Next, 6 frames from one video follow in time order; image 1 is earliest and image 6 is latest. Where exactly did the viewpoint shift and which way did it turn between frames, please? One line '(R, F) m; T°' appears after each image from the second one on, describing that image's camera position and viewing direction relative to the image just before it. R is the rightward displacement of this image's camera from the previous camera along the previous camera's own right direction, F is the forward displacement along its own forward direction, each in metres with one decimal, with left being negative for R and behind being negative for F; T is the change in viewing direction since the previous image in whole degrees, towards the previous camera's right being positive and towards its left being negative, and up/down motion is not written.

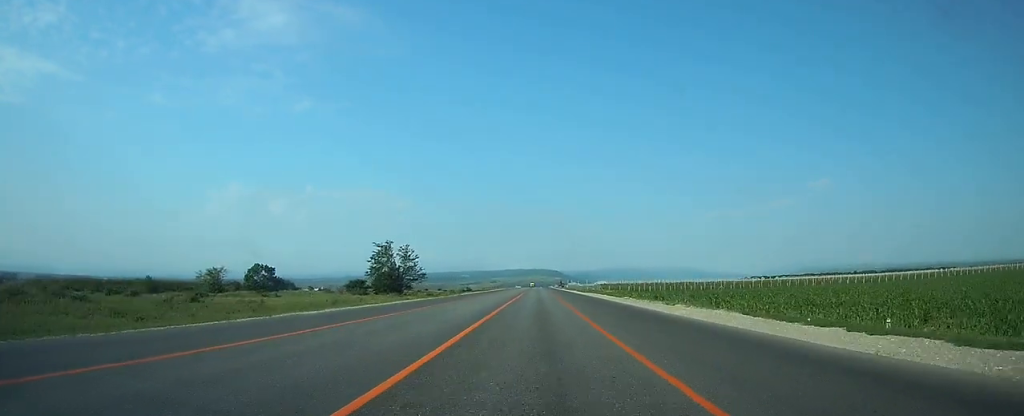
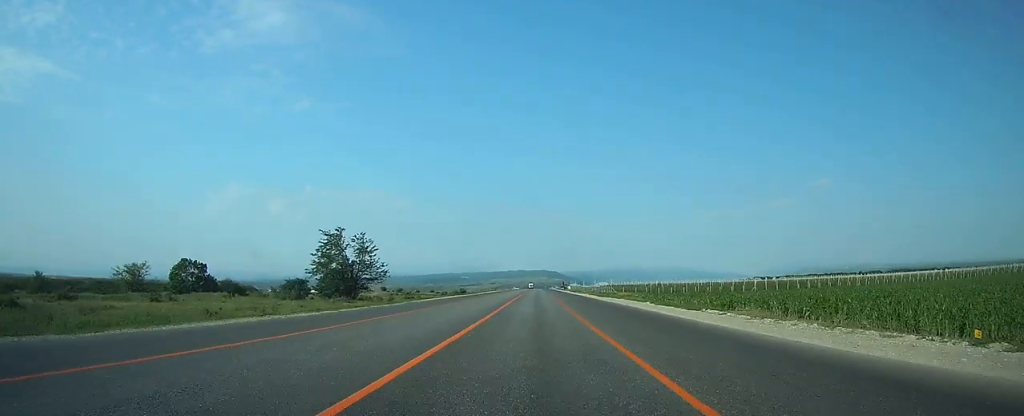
(+0.1, +27.8) m; 0°
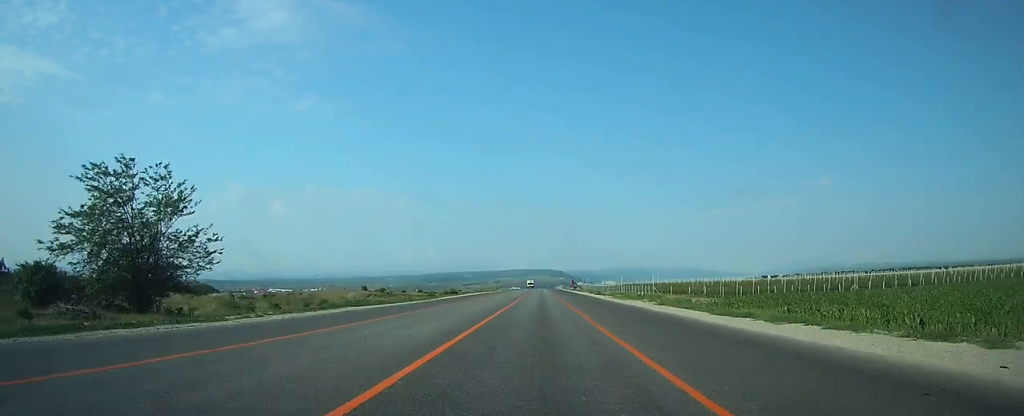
(-0.1, +47.5) m; 0°
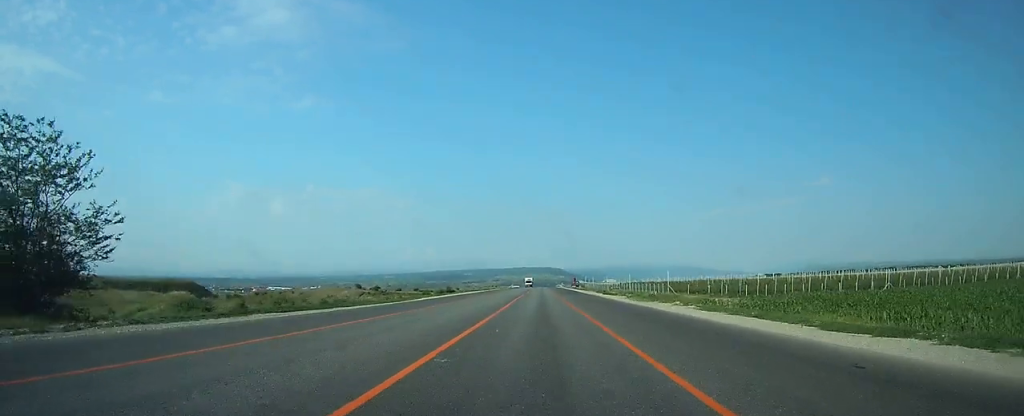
(0.0, +10.9) m; 0°
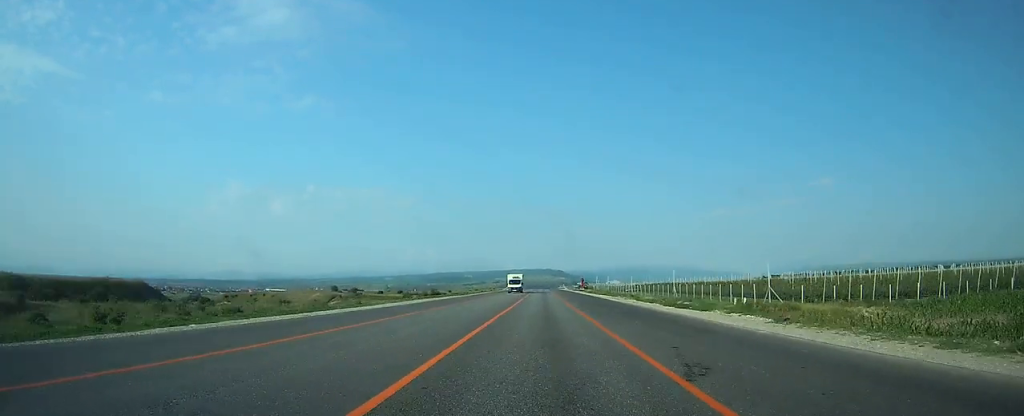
(-0.2, +36.6) m; 0°
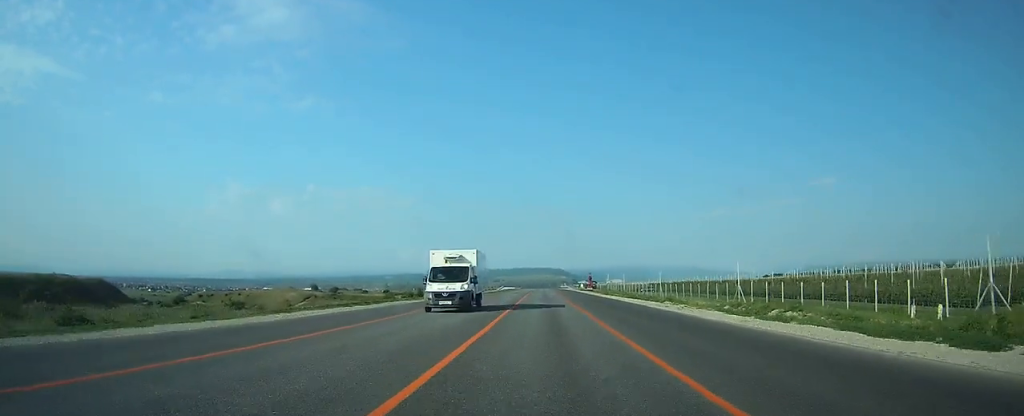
(+0.1, +24.8) m; 0°
